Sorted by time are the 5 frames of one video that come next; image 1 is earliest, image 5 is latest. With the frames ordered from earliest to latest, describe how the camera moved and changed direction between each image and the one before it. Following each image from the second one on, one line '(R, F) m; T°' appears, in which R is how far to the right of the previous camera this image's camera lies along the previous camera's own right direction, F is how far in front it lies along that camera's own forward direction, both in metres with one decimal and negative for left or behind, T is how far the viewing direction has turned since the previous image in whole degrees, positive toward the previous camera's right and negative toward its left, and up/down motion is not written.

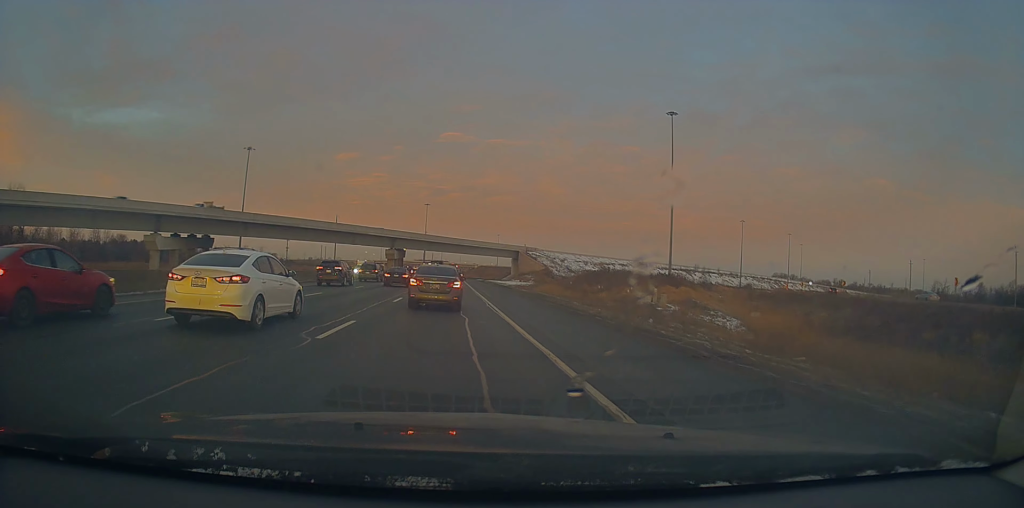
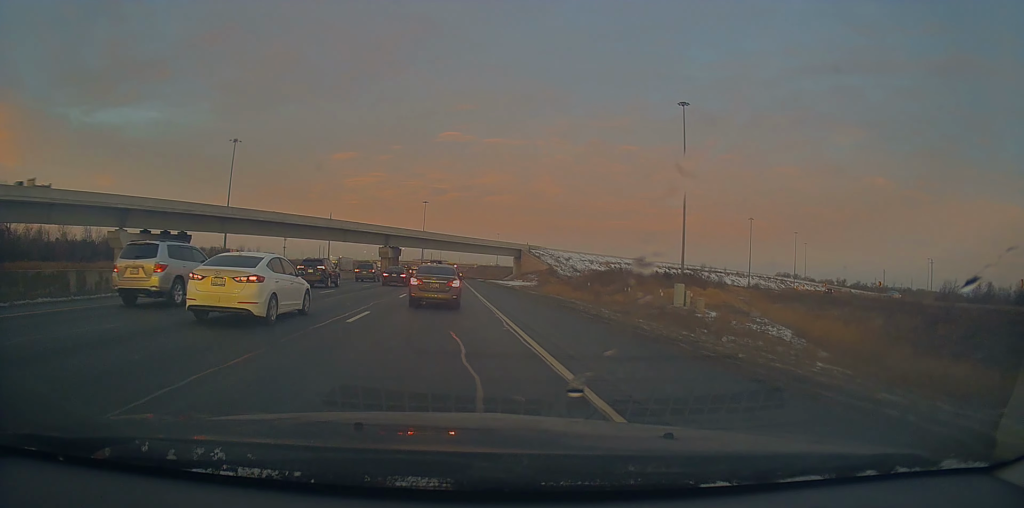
(-0.1, +8.7) m; -3°
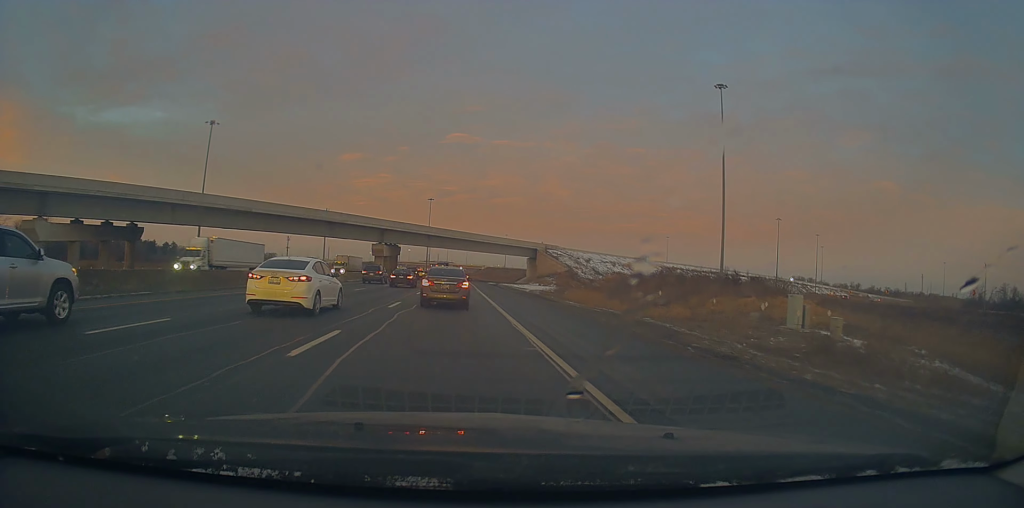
(0.0, +17.4) m; -1°
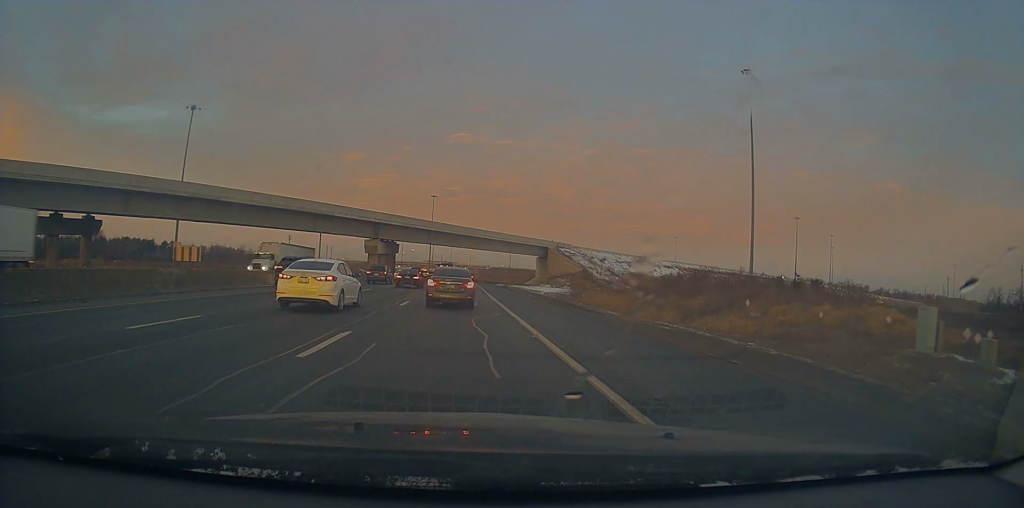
(-0.7, +10.9) m; -3°
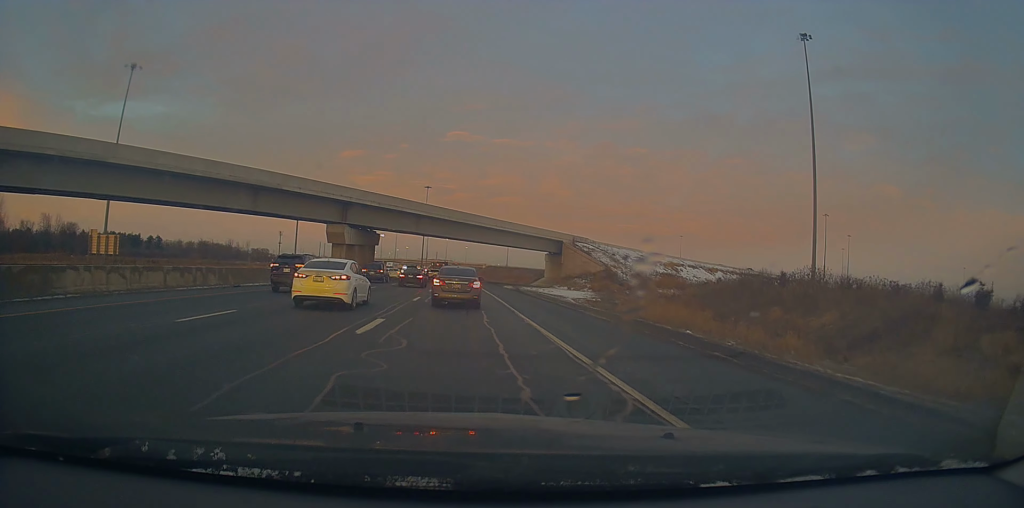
(+1.3, +21.8) m; +4°
